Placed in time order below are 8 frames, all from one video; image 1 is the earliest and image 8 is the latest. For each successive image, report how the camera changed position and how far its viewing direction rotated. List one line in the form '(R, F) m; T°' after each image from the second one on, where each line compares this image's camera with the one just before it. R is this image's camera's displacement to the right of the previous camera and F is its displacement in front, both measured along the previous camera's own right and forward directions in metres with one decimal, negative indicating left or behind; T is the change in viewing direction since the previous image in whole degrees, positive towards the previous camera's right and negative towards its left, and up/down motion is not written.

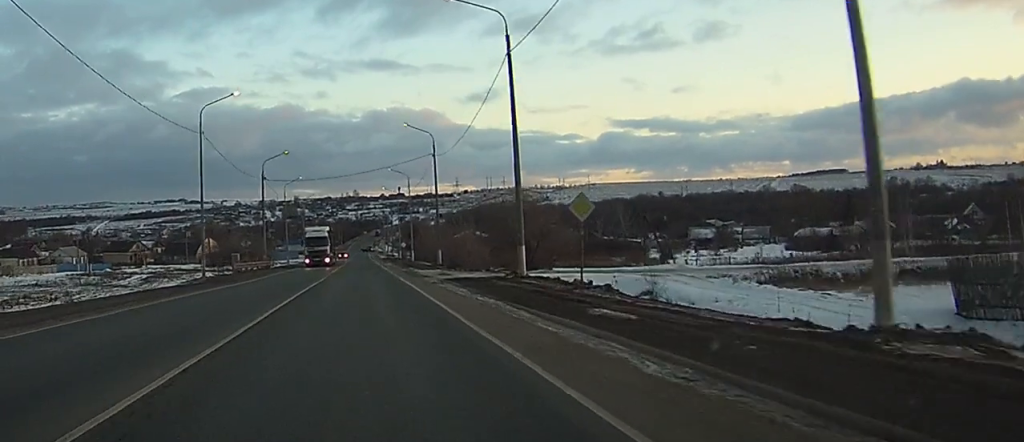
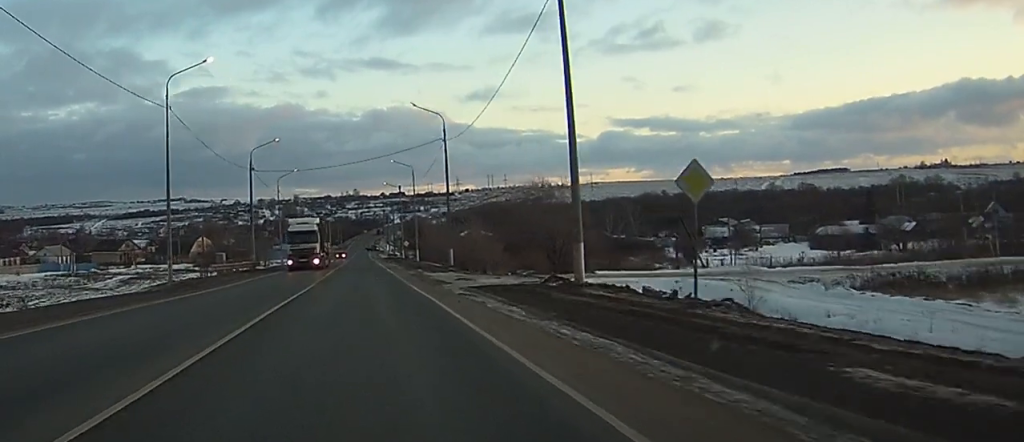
(-0.2, +9.8) m; 0°
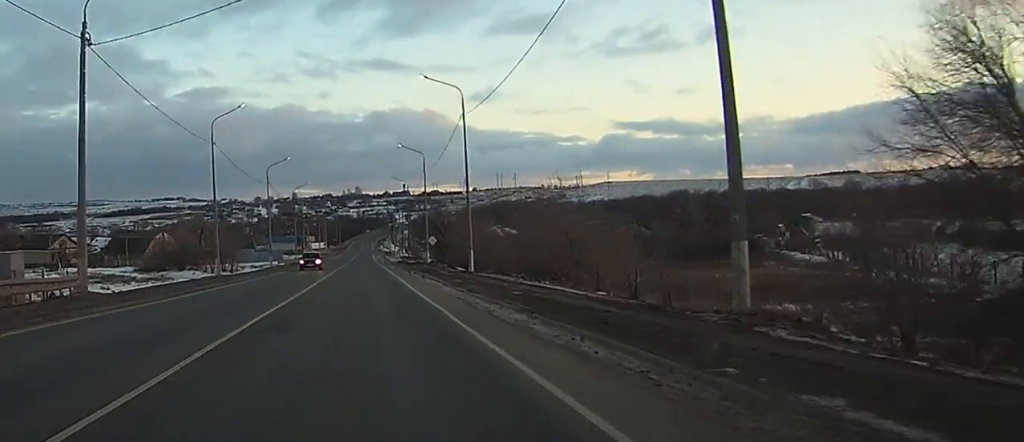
(+0.4, +49.9) m; +1°
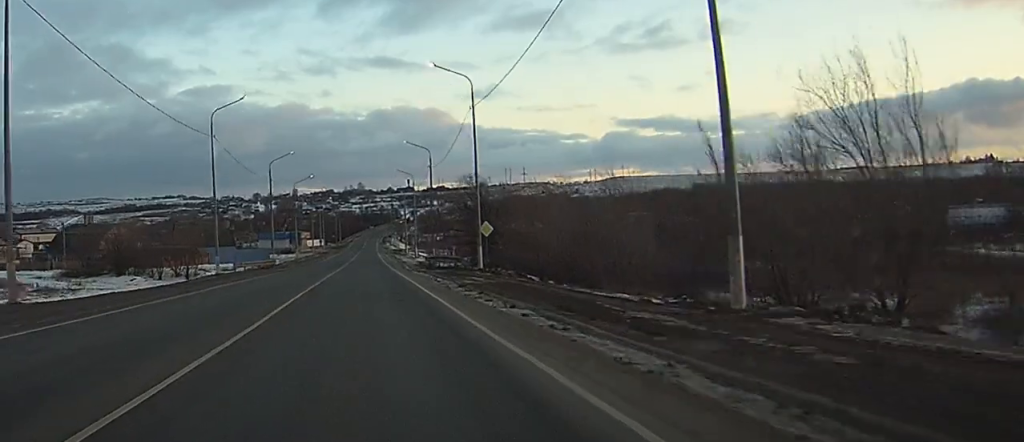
(-0.1, +37.8) m; 0°
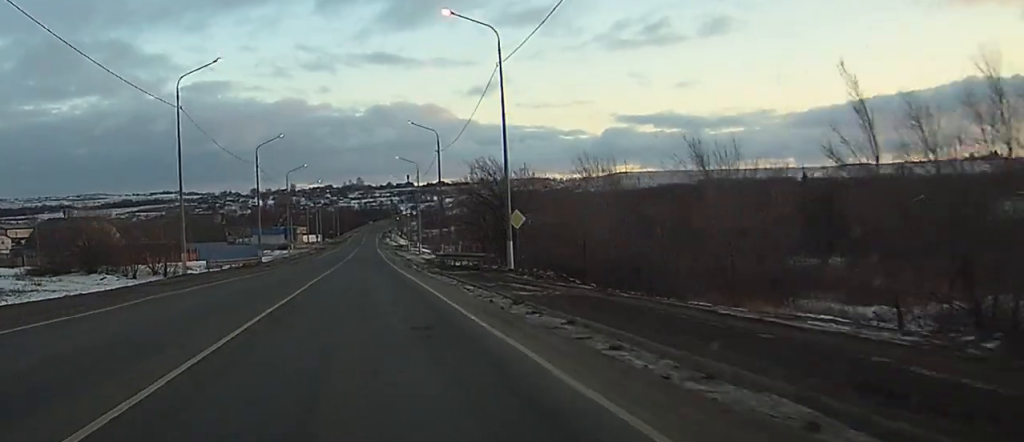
(0.0, +10.9) m; 0°
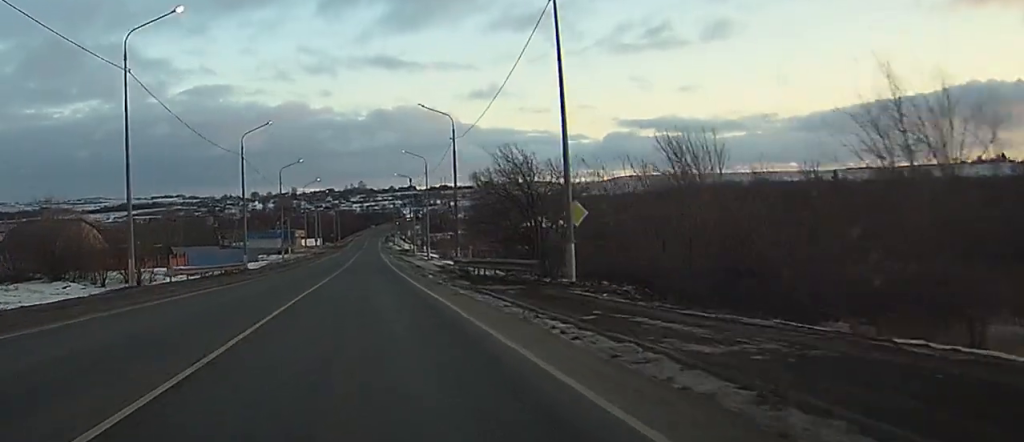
(0.0, +11.7) m; 0°
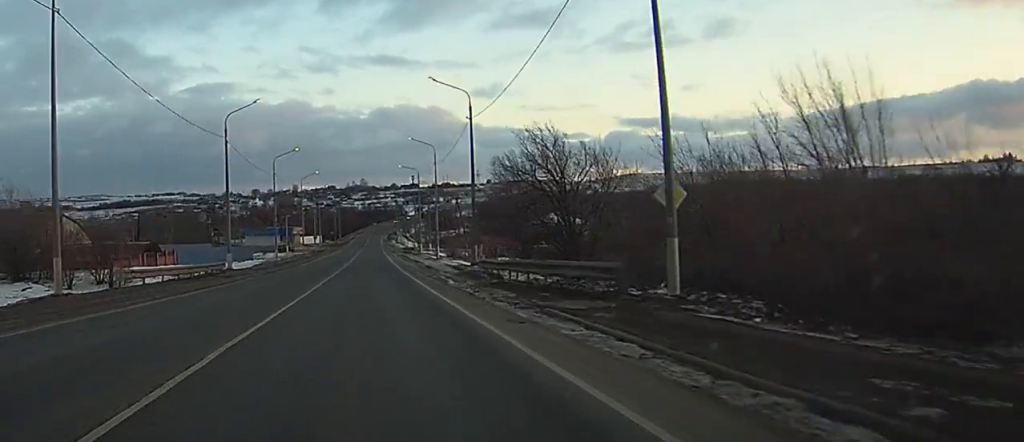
(0.0, +9.6) m; 0°
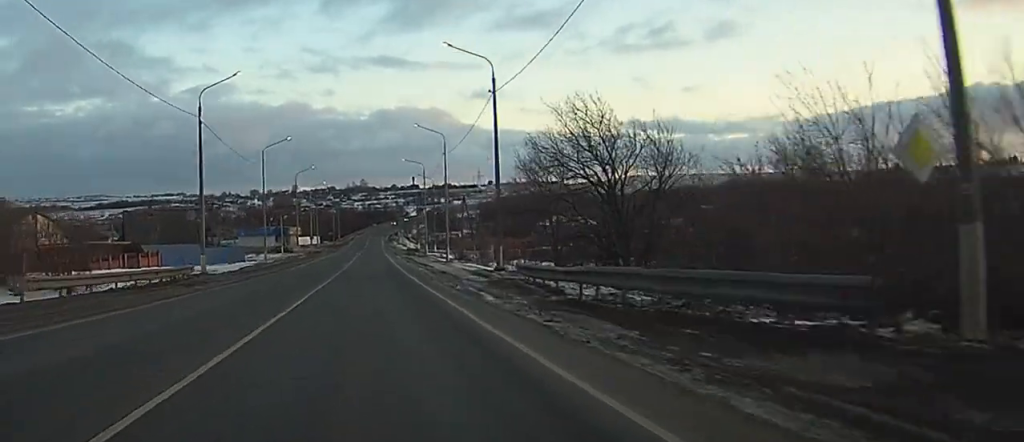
(0.0, +10.4) m; 0°
